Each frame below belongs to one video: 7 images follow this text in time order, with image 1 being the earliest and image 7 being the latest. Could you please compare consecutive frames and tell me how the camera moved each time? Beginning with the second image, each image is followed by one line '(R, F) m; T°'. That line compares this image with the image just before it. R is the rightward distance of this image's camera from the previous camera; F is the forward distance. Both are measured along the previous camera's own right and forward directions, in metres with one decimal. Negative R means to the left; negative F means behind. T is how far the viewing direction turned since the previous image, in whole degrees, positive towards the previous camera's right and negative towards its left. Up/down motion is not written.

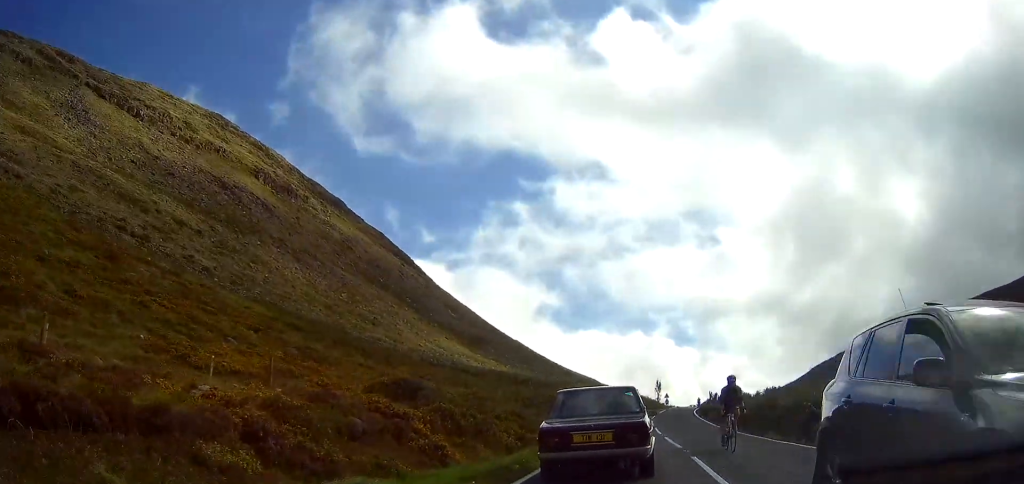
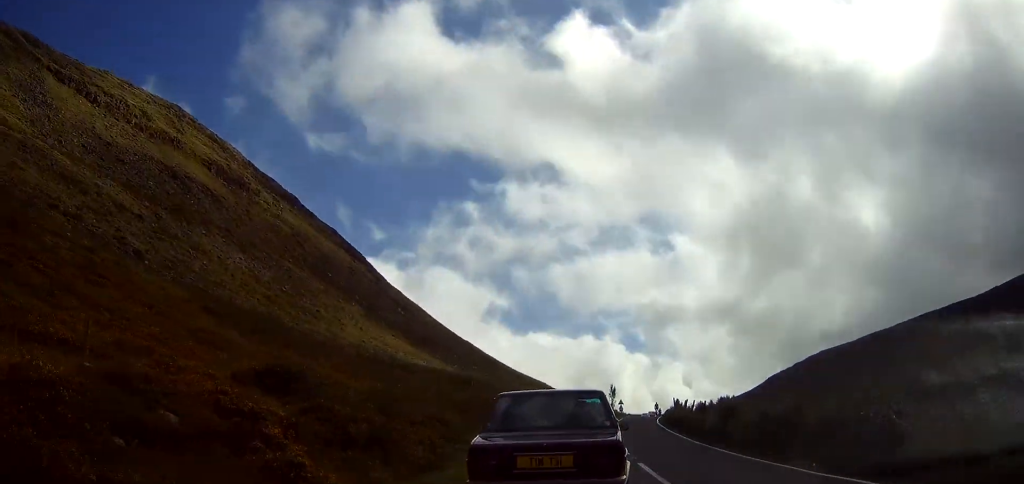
(+0.2, +6.8) m; +1°
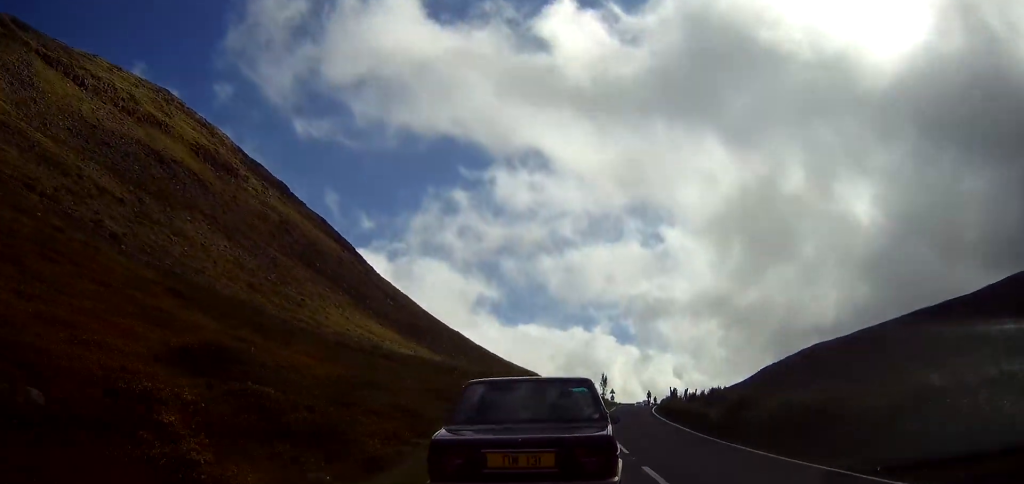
(0.0, +3.5) m; 0°
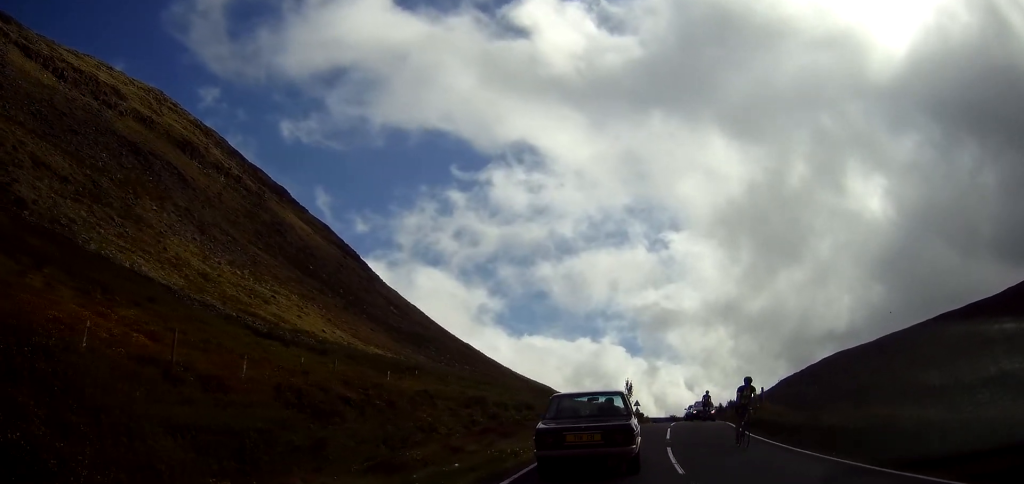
(-0.2, +23.3) m; +5°
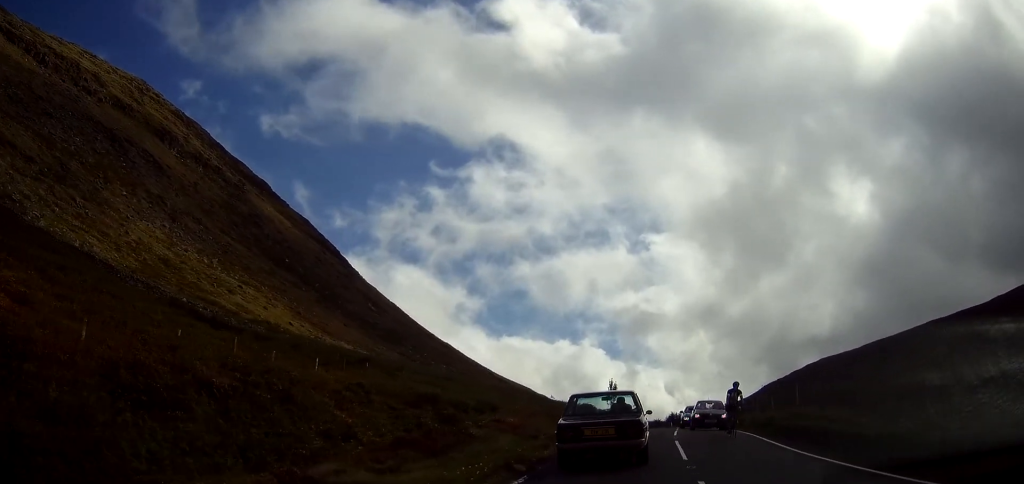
(+0.2, +7.0) m; +3°
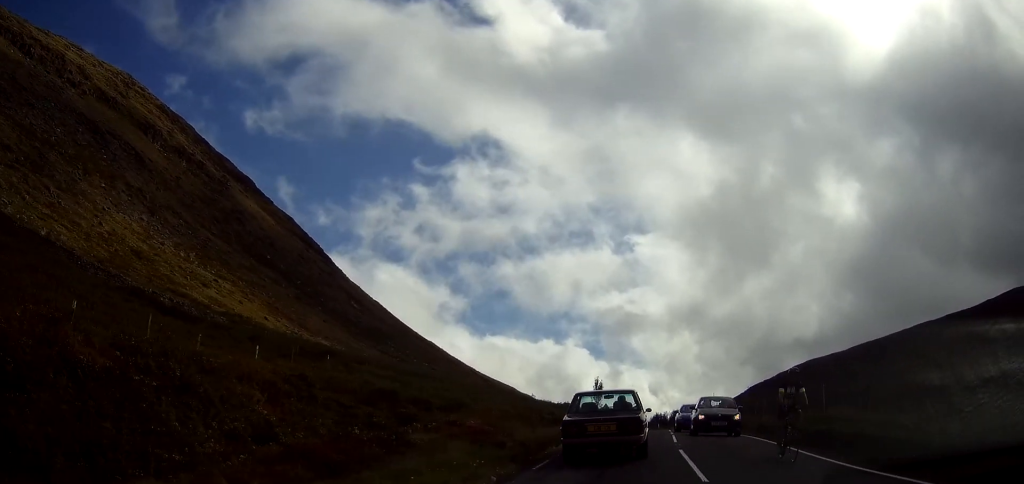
(0.0, +3.9) m; +1°
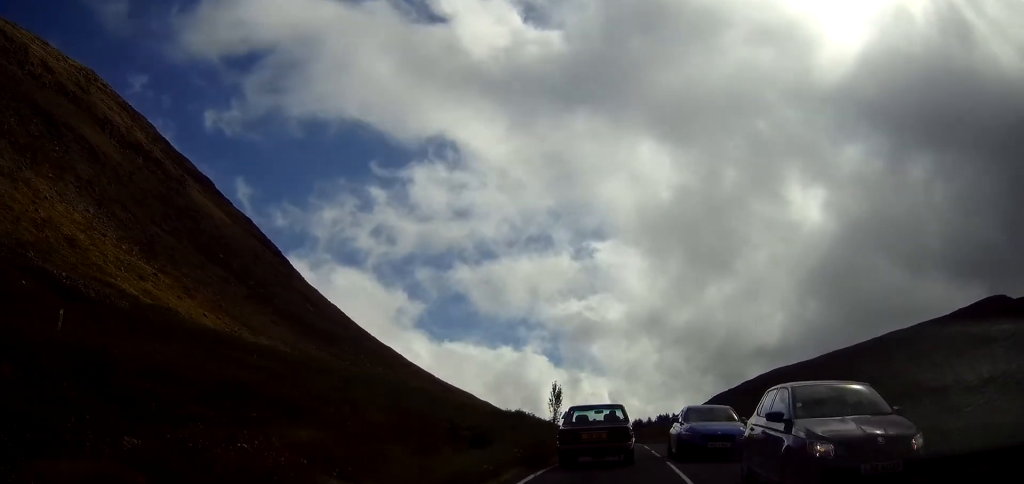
(+0.1, +8.5) m; +3°
